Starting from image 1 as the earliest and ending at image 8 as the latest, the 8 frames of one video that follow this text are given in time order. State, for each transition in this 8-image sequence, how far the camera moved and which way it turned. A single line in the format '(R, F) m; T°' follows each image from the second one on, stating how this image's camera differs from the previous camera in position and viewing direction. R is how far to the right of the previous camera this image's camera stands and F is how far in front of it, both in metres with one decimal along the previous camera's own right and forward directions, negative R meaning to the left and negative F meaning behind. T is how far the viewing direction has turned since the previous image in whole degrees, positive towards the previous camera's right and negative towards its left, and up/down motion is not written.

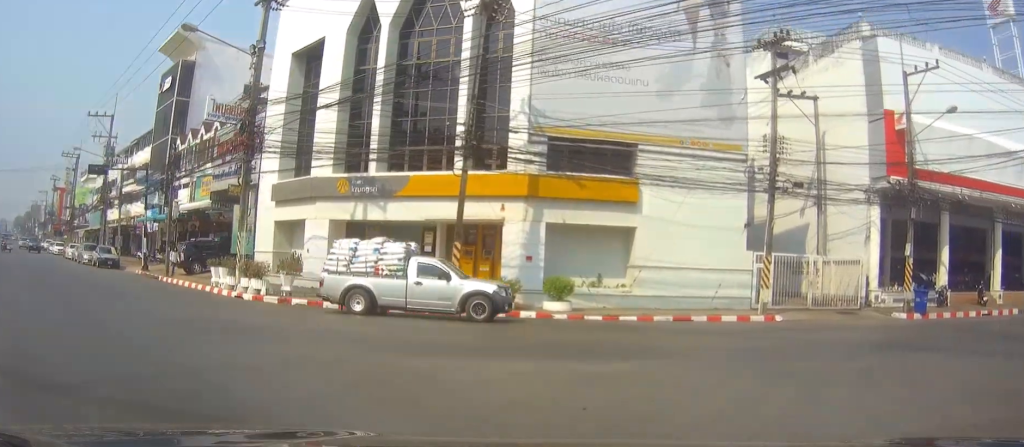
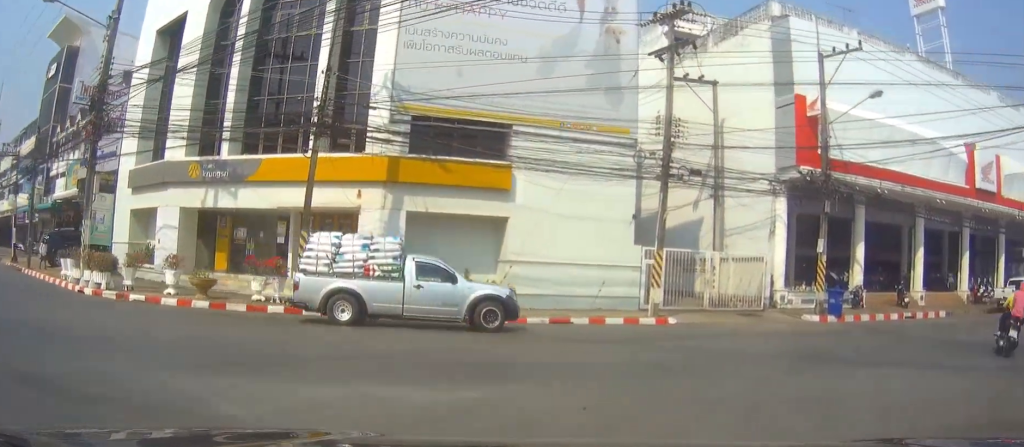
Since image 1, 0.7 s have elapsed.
(+0.2, +2.8) m; +10°
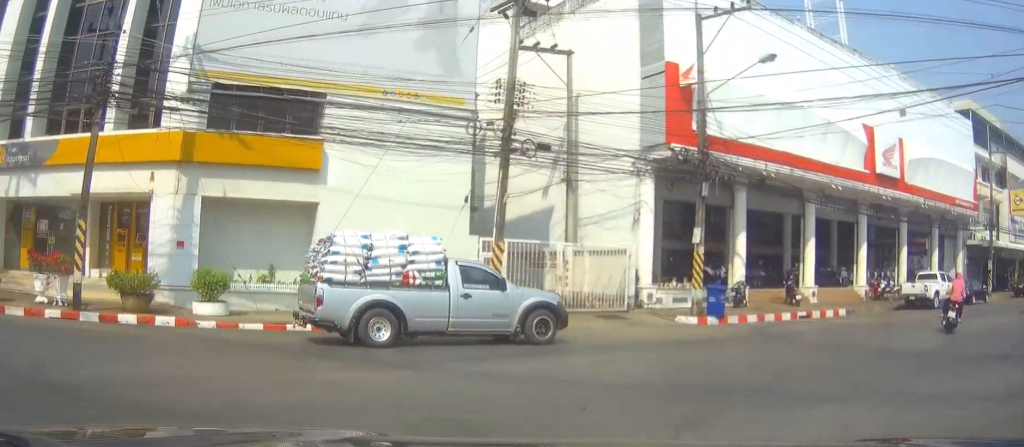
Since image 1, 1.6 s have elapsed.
(+0.6, +4.3) m; +14°
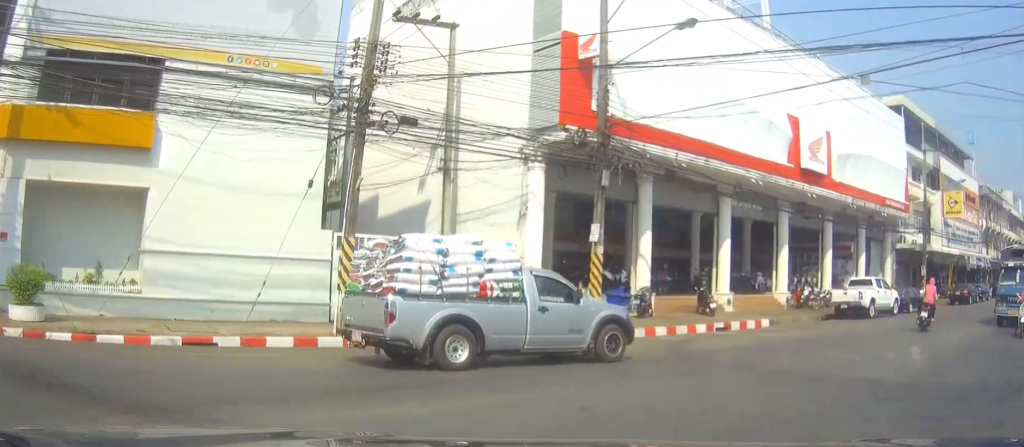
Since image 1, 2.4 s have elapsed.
(+0.4, +3.8) m; +10°
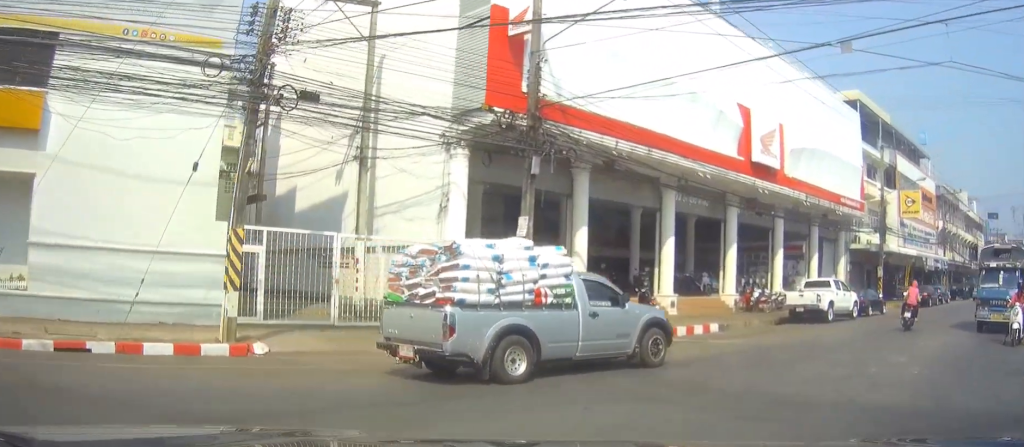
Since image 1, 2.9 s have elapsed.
(0.0, +2.3) m; +5°
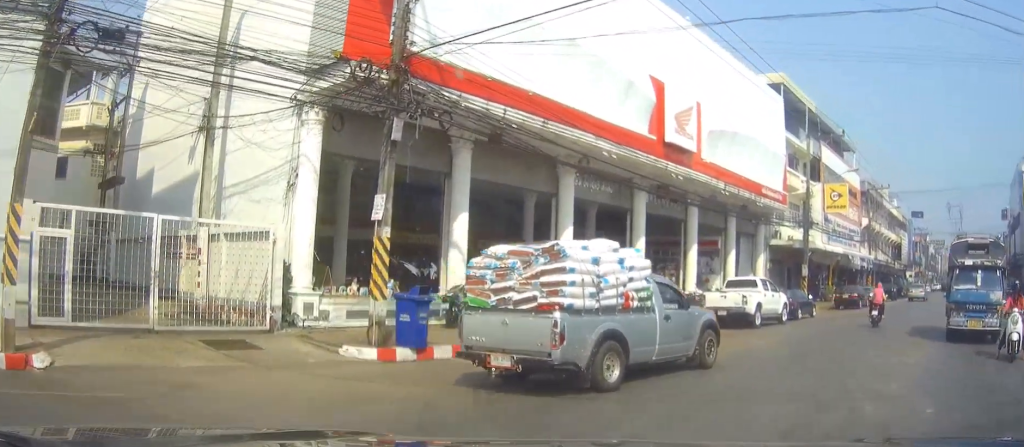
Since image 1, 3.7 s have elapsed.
(+0.3, +4.1) m; +8°
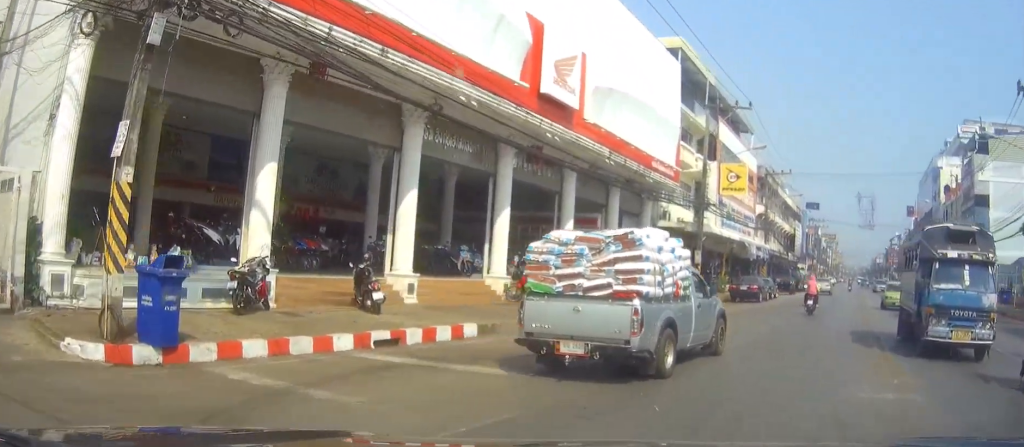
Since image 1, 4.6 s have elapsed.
(+0.4, +5.0) m; +8°
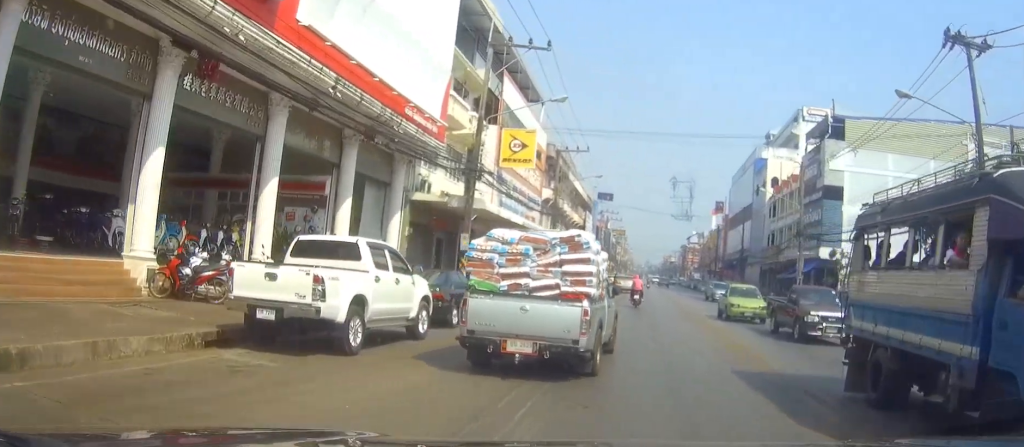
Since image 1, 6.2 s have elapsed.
(+1.3, +9.5) m; +16°
